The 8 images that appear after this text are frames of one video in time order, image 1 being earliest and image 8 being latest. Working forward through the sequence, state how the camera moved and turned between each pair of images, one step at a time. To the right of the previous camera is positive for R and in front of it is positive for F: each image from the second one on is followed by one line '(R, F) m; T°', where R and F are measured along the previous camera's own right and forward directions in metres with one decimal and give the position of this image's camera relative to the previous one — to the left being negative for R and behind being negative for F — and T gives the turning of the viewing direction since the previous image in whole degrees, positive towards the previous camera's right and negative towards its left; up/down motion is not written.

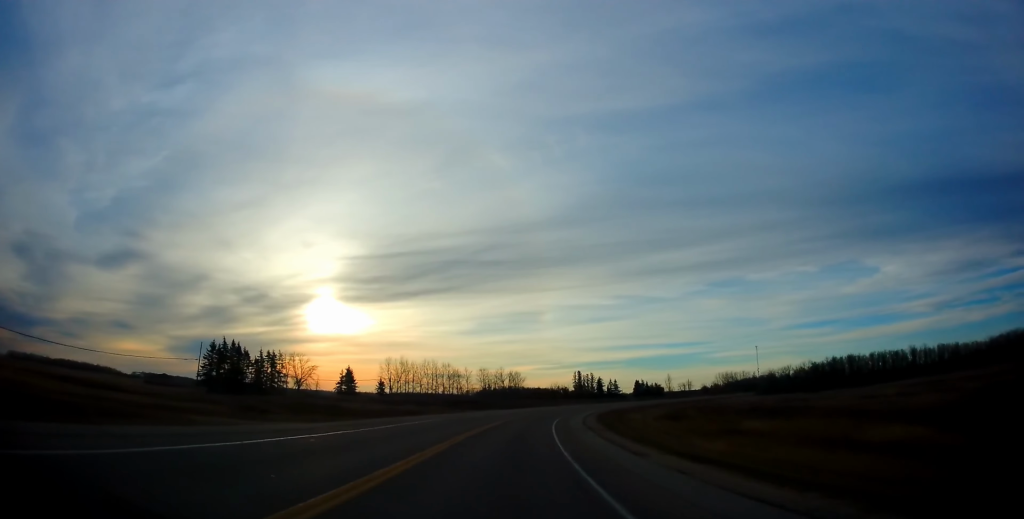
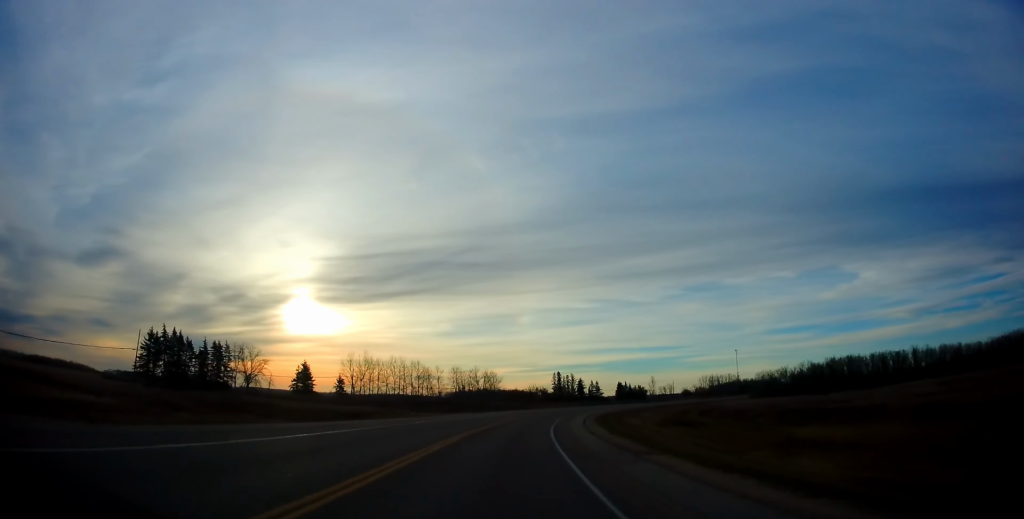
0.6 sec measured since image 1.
(+0.5, +15.8) m; +2°
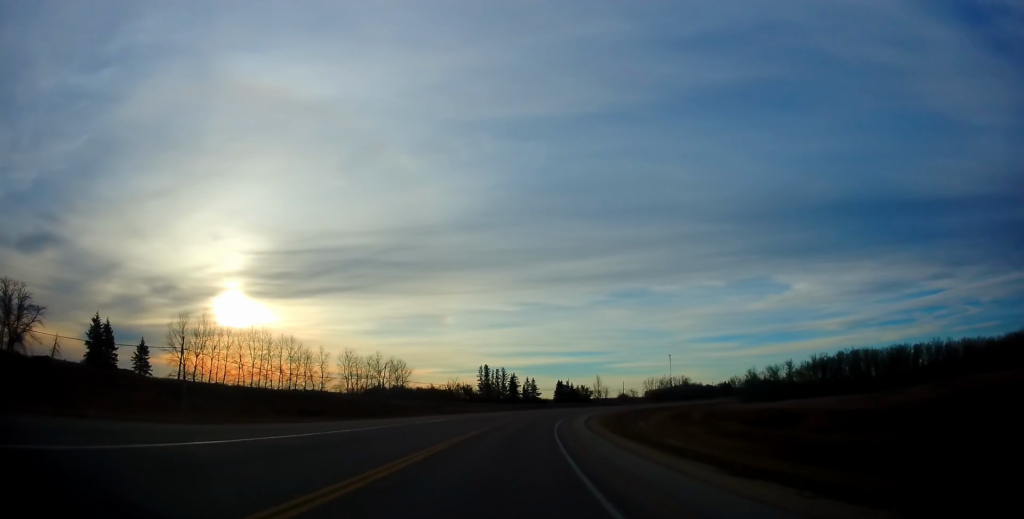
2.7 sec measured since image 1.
(+3.5, +51.1) m; +8°
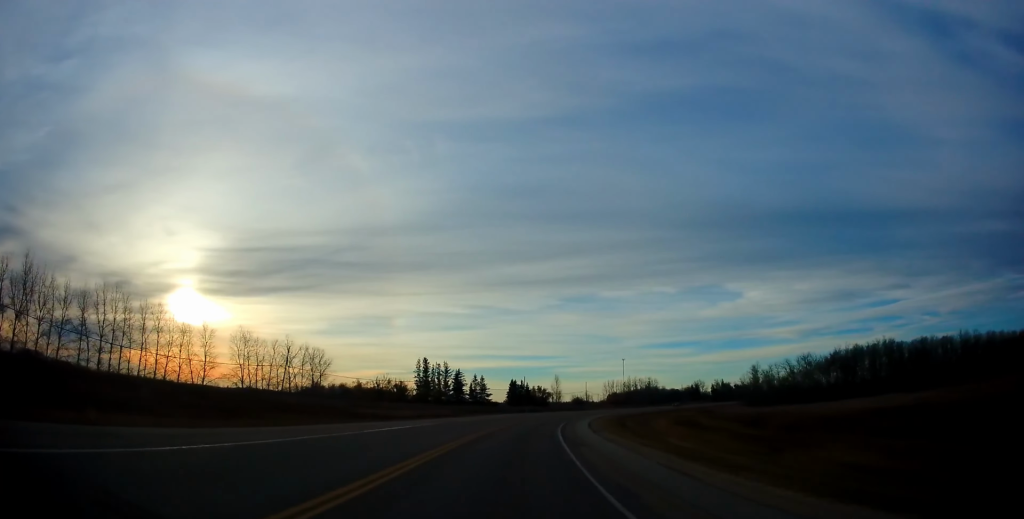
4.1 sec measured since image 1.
(+1.1, +32.5) m; +4°
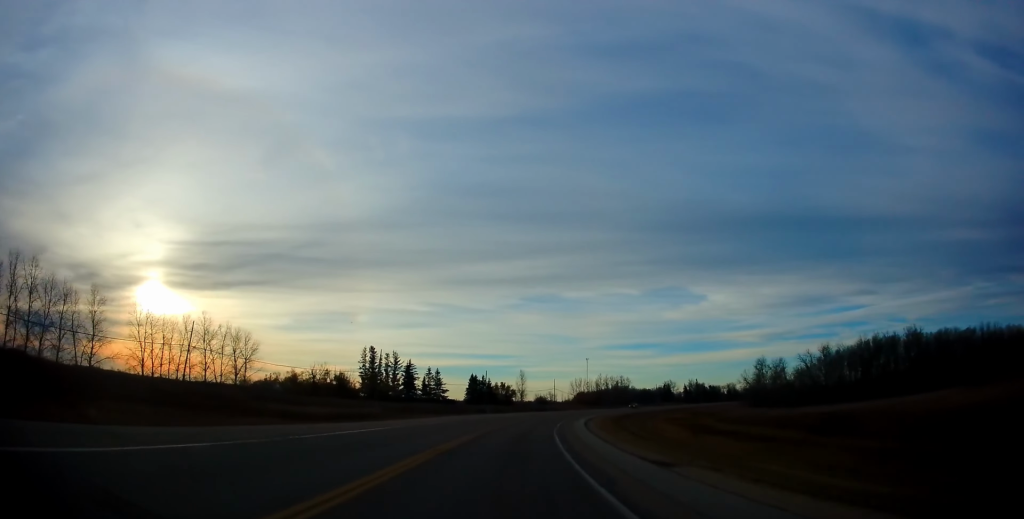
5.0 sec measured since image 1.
(+0.5, +20.3) m; +6°
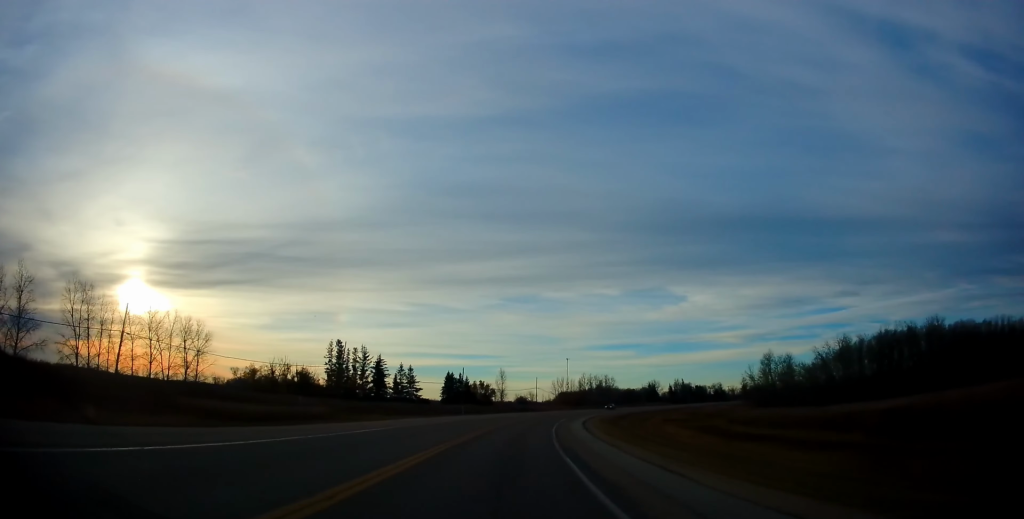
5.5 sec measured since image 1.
(+0.7, +11.3) m; +4°
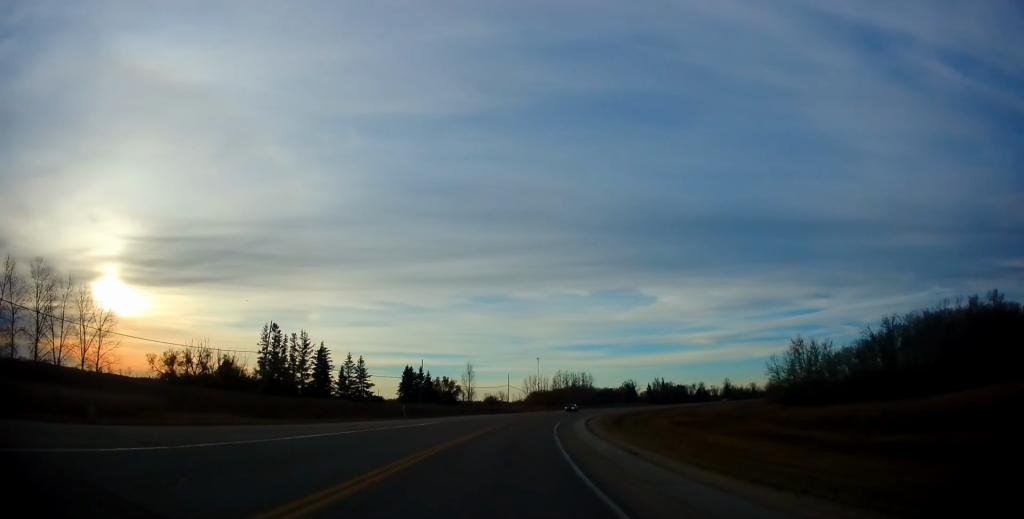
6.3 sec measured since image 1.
(+1.0, +22.0) m; +2°
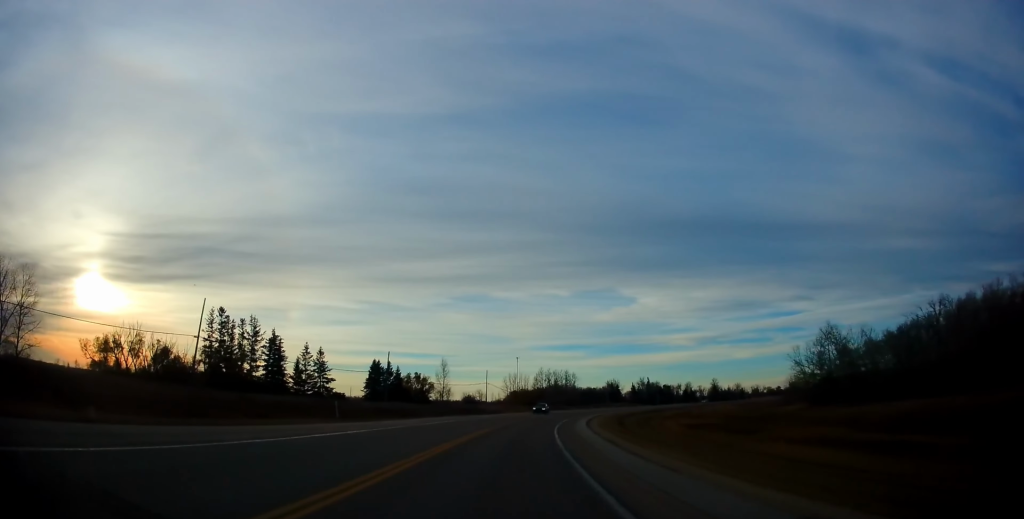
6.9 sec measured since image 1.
(+0.2, +14.9) m; 0°
